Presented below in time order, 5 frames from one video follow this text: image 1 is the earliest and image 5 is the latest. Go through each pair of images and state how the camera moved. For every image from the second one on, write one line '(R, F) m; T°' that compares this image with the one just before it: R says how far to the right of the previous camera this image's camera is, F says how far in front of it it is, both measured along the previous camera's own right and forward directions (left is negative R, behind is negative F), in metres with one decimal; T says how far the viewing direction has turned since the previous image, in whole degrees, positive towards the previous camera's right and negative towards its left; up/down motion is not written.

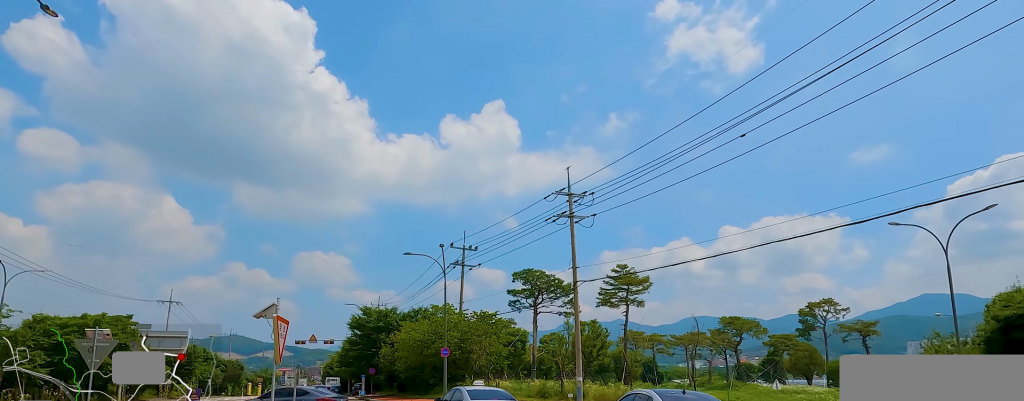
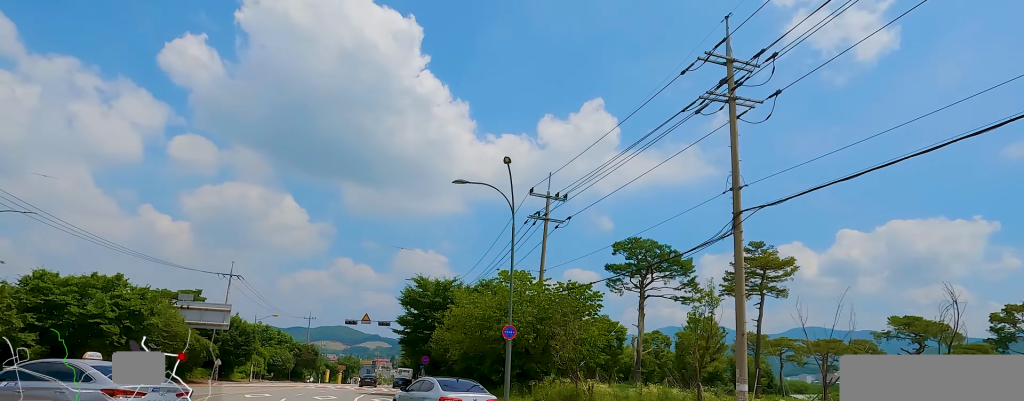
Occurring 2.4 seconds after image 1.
(-4.0, +12.7) m; -42°
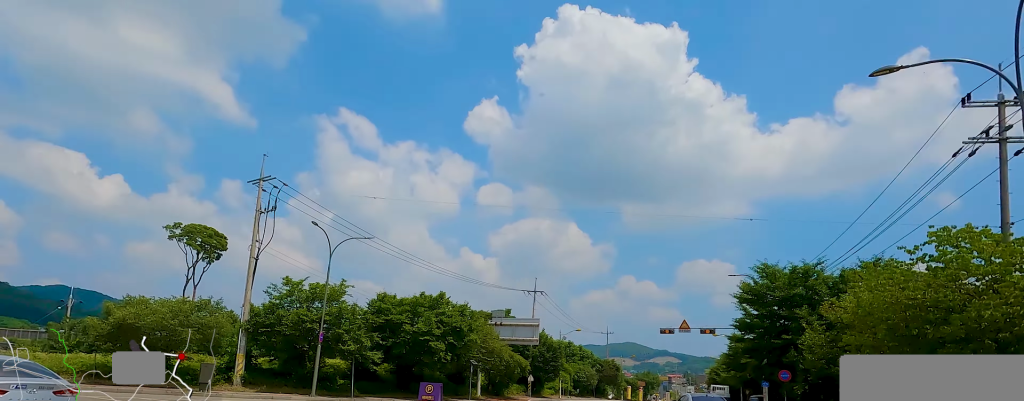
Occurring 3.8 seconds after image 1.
(-3.6, +8.4) m; -43°
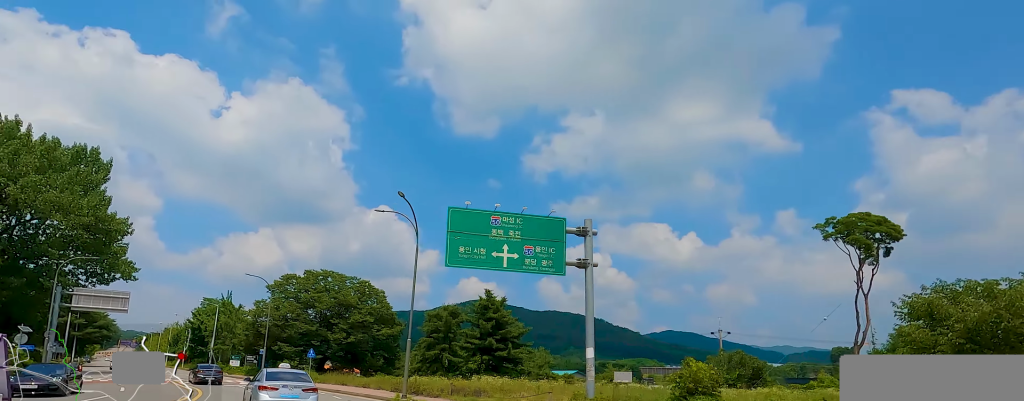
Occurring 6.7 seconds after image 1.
(-9.4, +19.1) m; -40°
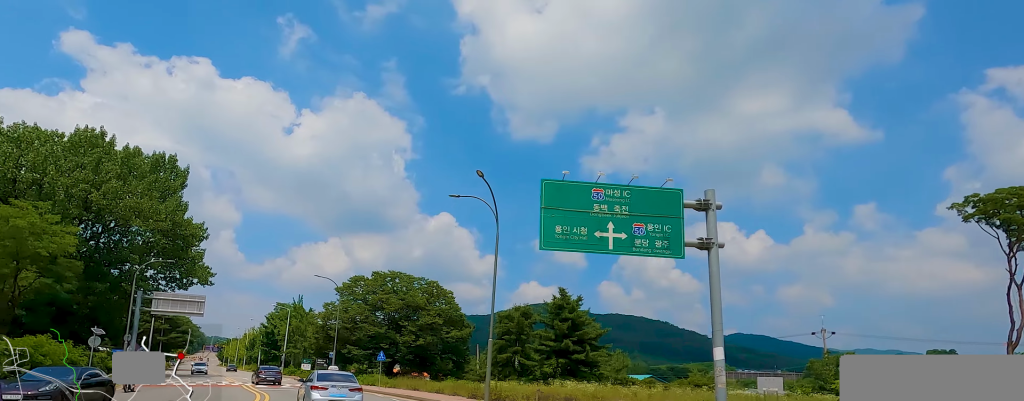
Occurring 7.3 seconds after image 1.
(+0.3, +4.5) m; -6°
